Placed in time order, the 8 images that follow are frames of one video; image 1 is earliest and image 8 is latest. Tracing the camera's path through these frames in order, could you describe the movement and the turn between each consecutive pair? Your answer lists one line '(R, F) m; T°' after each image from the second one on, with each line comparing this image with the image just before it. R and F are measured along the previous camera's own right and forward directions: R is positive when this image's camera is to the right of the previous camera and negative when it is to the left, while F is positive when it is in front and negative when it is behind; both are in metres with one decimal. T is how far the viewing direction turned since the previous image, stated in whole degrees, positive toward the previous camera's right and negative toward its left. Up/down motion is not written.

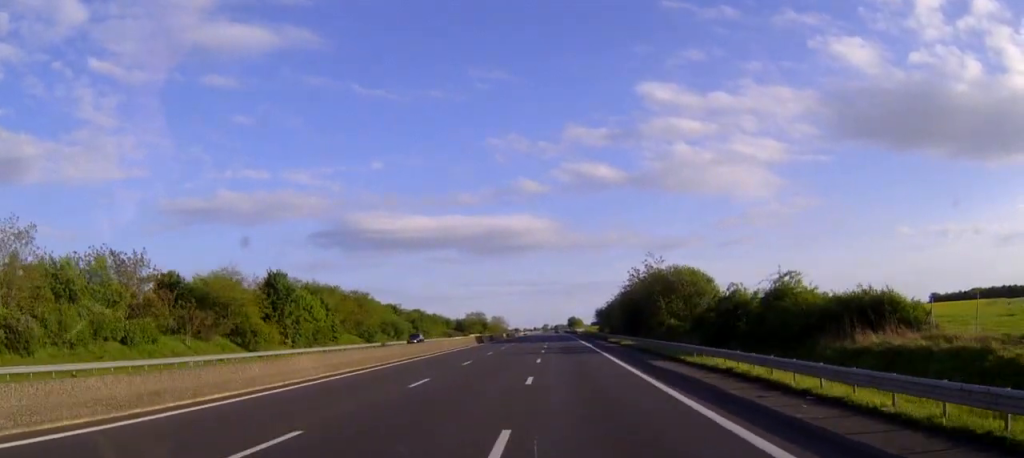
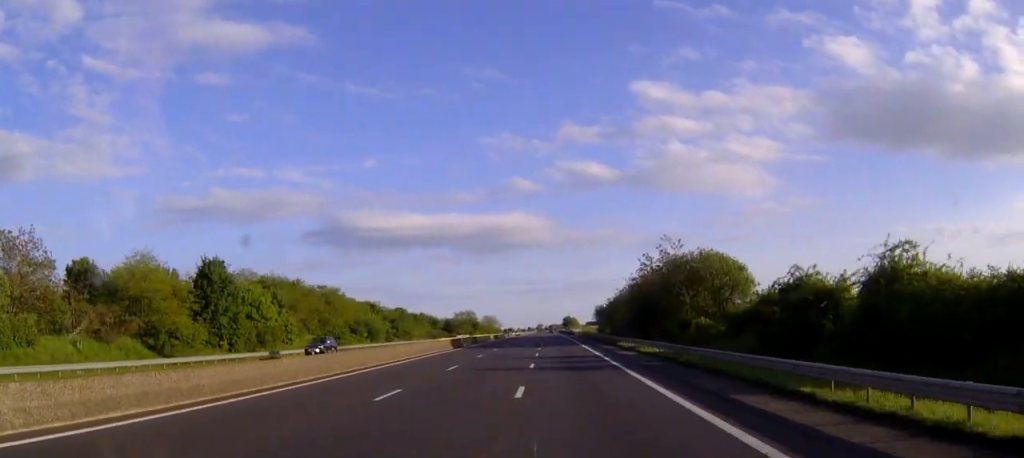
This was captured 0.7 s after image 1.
(+0.1, +16.9) m; 0°
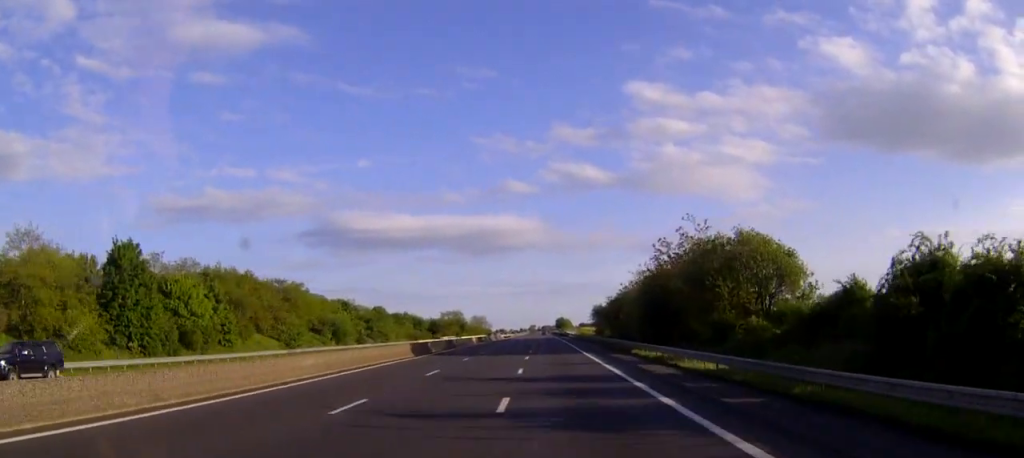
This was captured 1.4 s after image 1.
(+0.1, +16.1) m; 0°
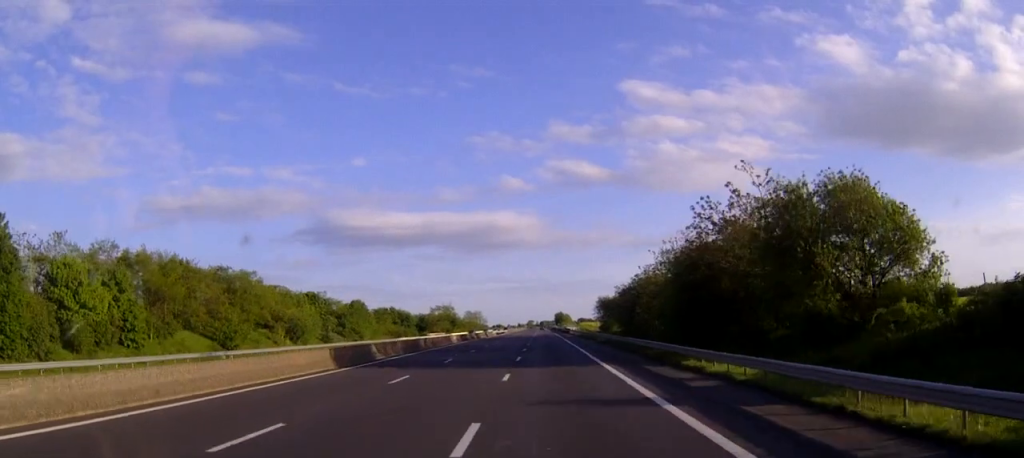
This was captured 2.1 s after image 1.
(+0.1, +18.5) m; 0°
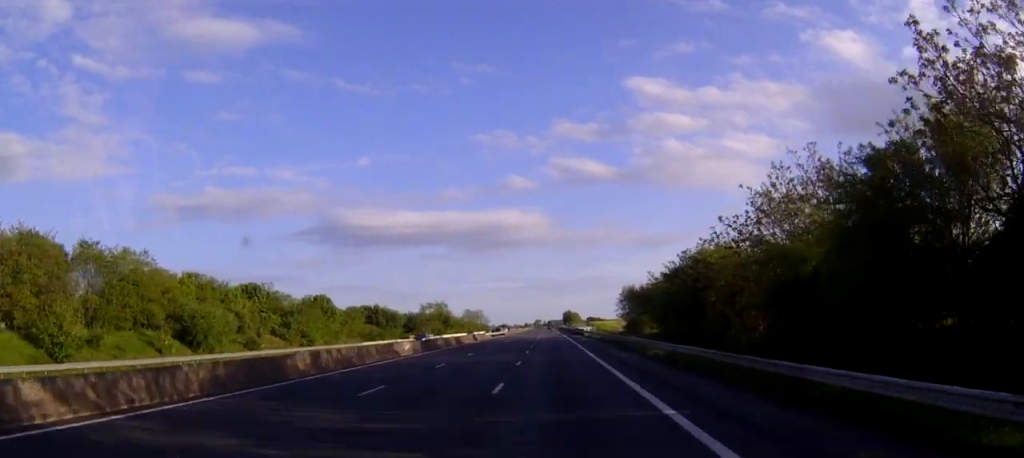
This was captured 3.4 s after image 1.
(0.0, +30.0) m; 0°
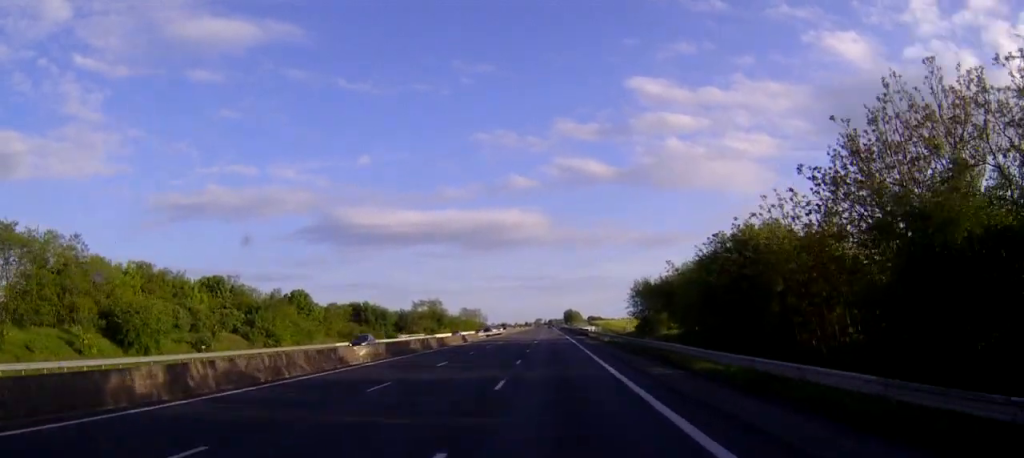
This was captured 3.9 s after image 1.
(0.0, +12.1) m; 0°
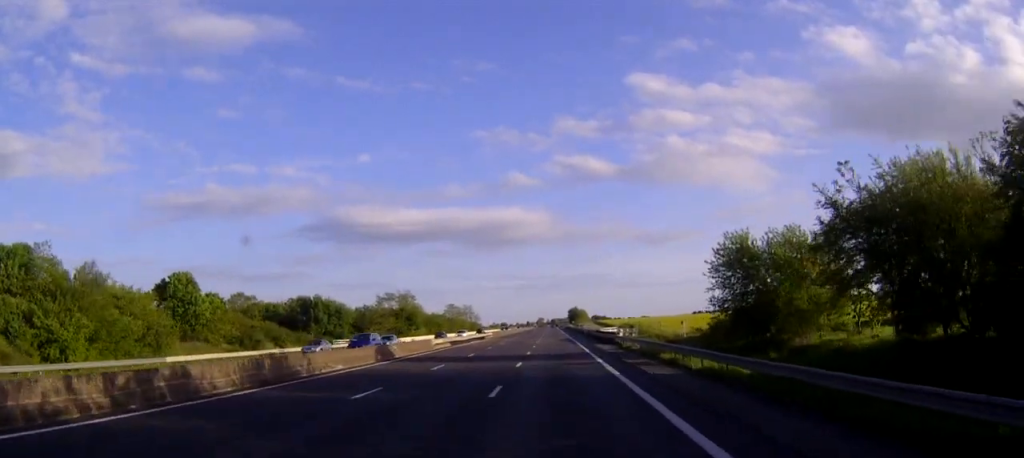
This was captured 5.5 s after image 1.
(-0.2, +40.5) m; 0°
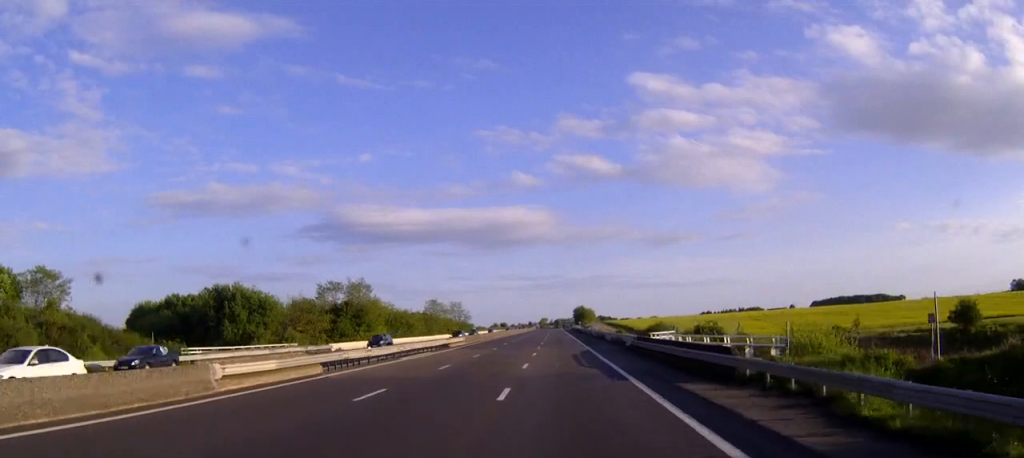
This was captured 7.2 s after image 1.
(0.0, +39.8) m; 0°
